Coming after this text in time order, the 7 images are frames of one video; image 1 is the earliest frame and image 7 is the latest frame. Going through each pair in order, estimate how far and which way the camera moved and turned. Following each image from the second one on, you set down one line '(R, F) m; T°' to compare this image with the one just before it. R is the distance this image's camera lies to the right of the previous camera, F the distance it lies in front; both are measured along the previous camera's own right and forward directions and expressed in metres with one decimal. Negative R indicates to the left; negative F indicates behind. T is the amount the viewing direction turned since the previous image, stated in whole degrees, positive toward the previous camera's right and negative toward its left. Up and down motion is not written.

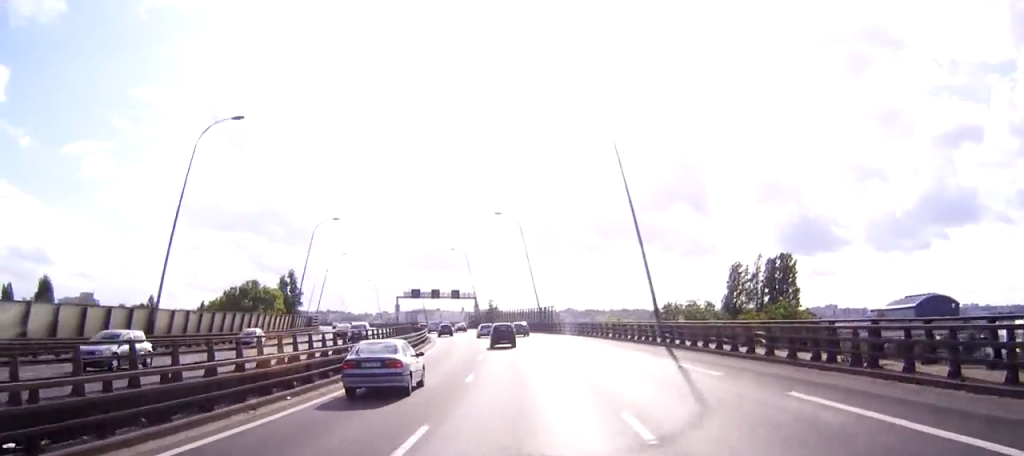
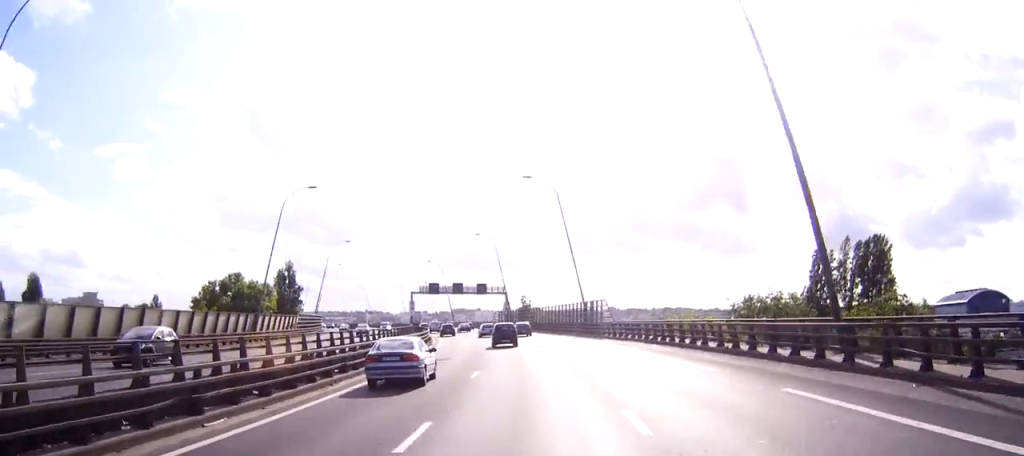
(-0.8, +24.9) m; -3°
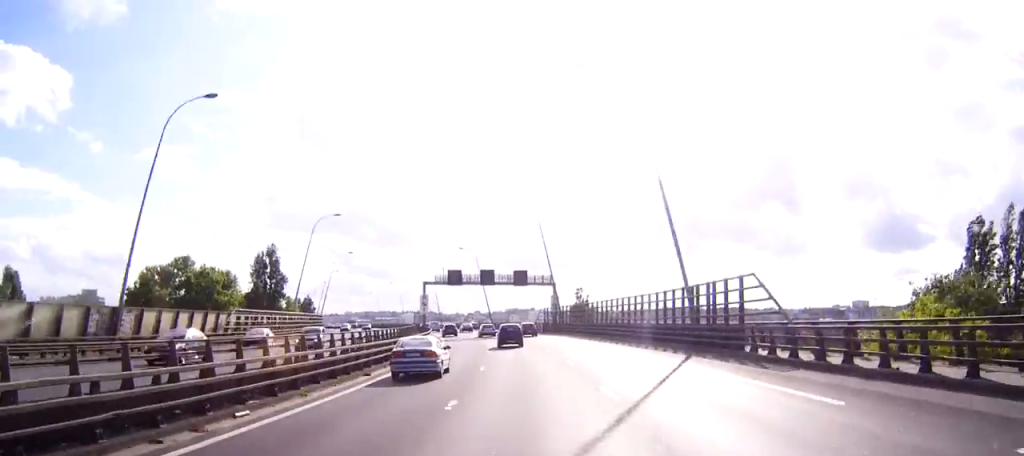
(-0.6, +33.4) m; -8°
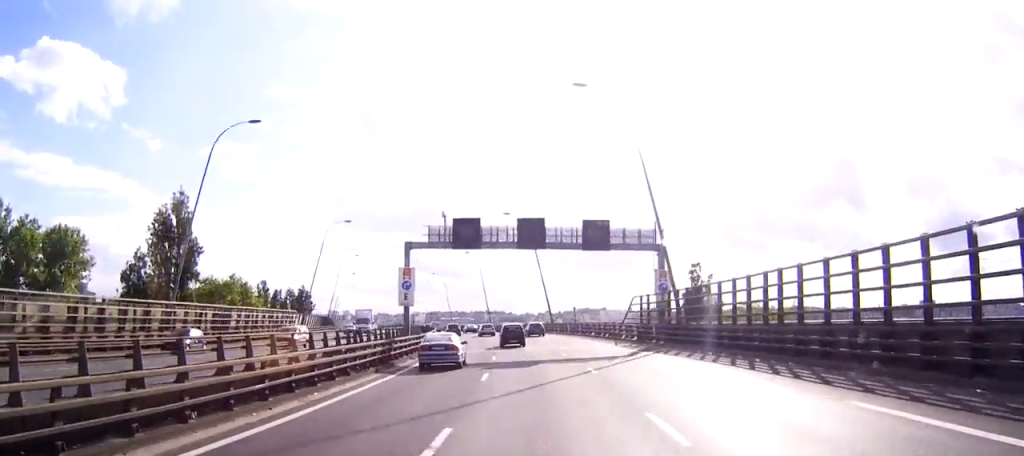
(-5.3, +44.0) m; -7°
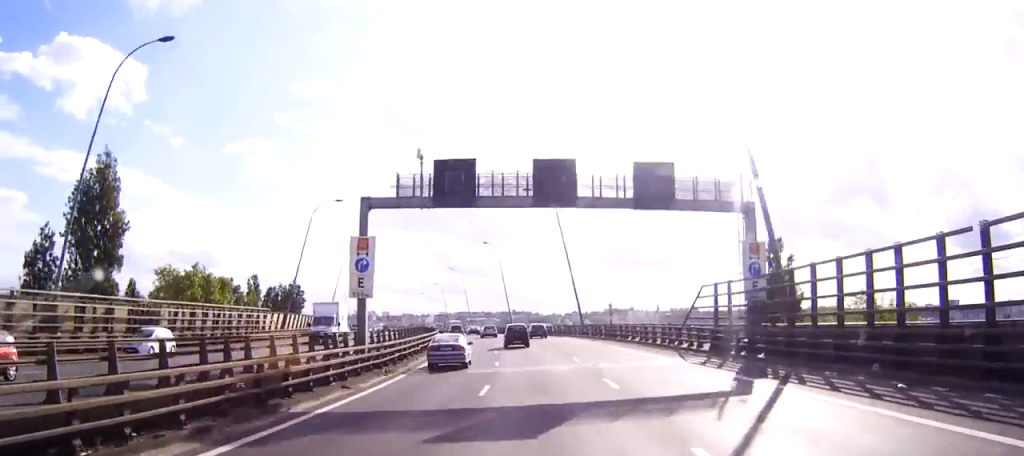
(0.0, +16.3) m; 0°
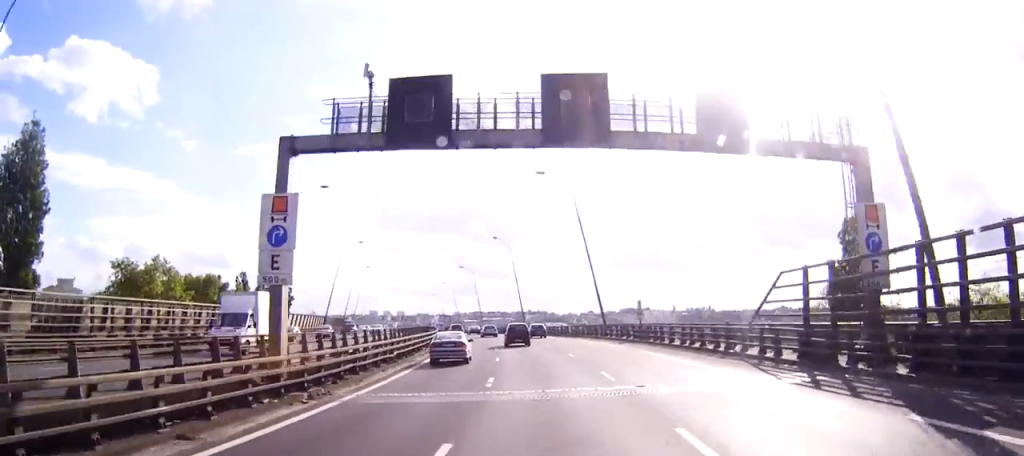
(0.0, +10.9) m; 0°
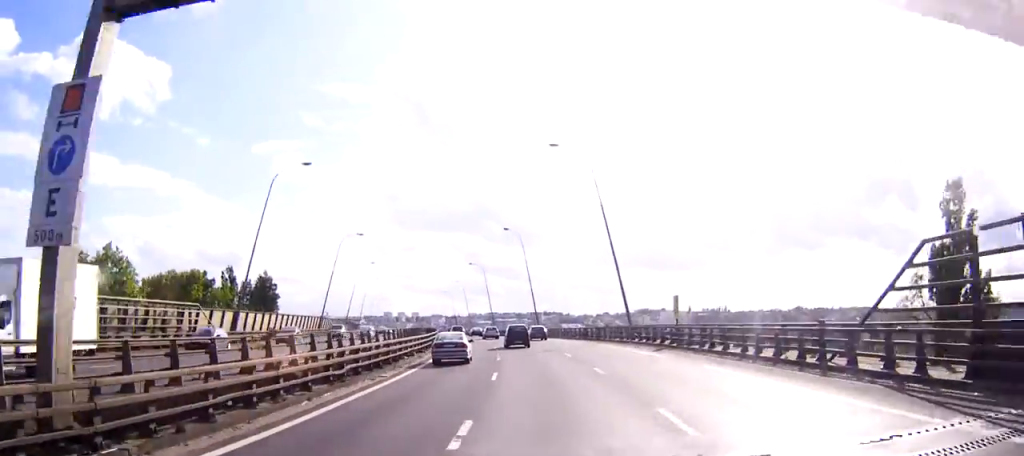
(0.0, +10.1) m; 0°
